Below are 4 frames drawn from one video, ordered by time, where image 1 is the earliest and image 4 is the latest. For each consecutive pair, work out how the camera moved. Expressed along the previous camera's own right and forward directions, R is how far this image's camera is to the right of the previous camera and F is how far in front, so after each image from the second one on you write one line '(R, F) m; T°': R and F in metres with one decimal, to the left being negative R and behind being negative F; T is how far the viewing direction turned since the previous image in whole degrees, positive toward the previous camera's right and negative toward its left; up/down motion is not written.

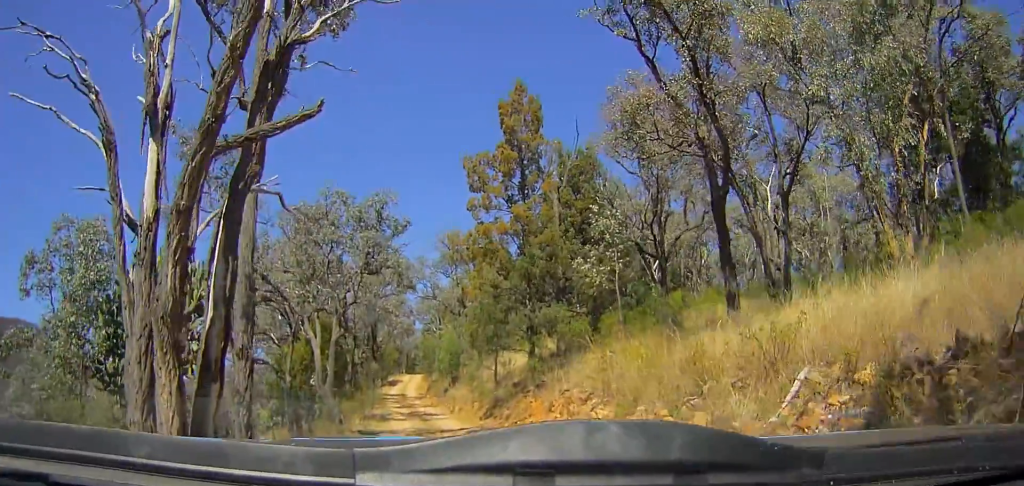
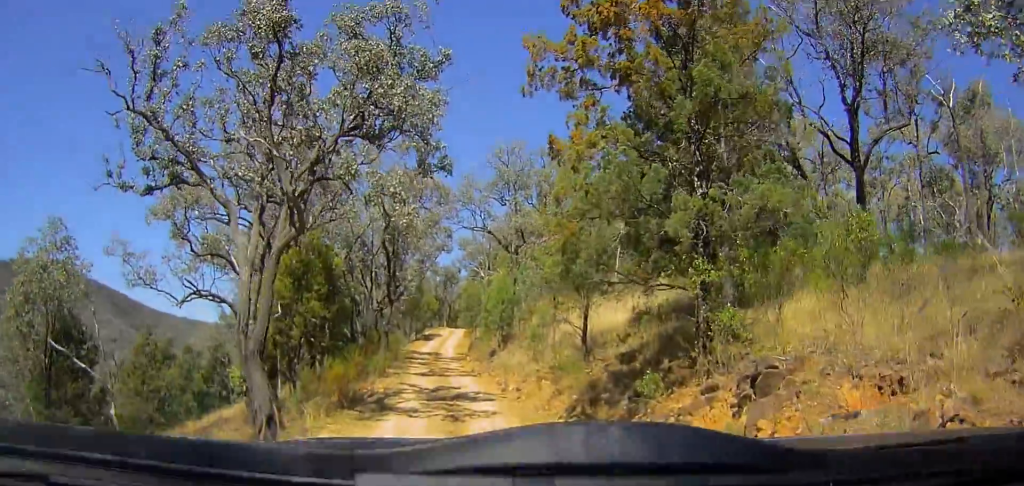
(-0.7, +12.5) m; -3°
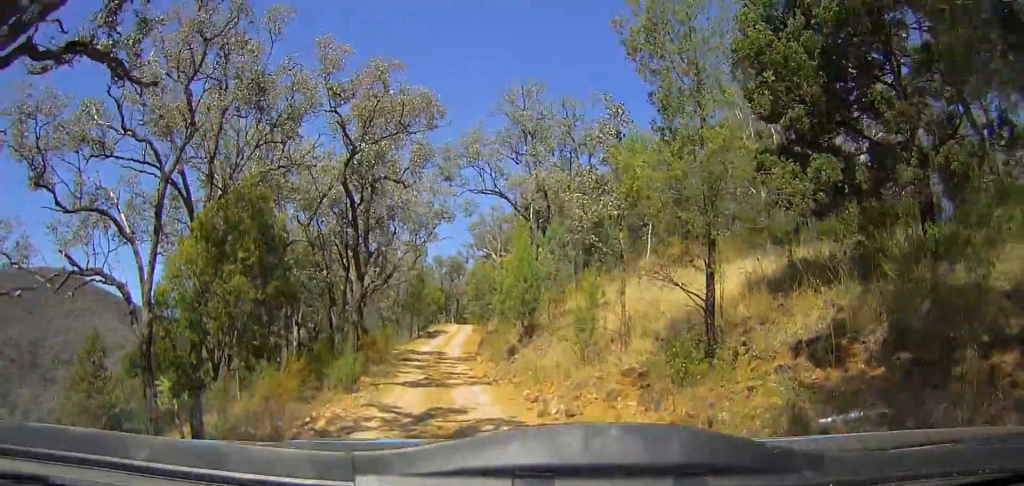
(-0.2, +8.5) m; -3°
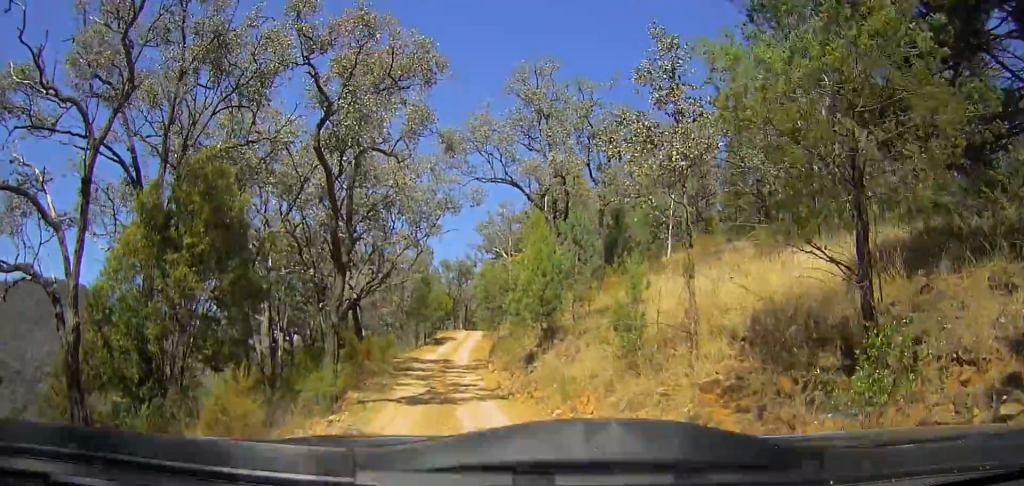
(0.0, +3.3) m; +1°
